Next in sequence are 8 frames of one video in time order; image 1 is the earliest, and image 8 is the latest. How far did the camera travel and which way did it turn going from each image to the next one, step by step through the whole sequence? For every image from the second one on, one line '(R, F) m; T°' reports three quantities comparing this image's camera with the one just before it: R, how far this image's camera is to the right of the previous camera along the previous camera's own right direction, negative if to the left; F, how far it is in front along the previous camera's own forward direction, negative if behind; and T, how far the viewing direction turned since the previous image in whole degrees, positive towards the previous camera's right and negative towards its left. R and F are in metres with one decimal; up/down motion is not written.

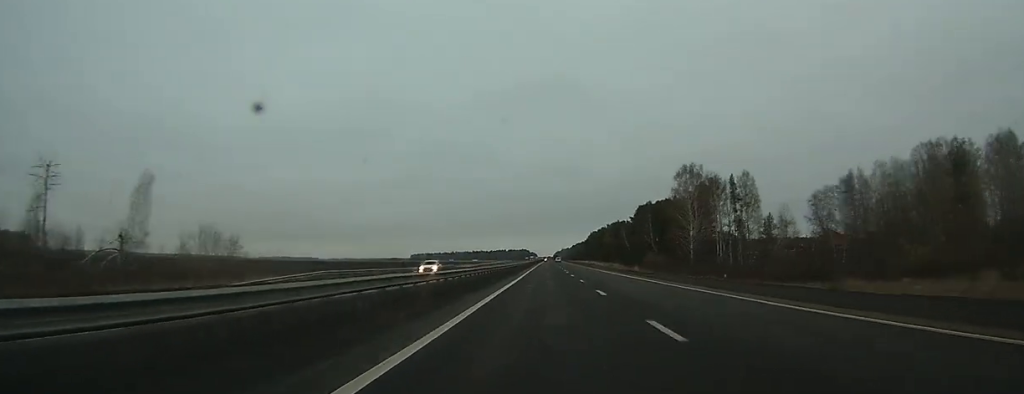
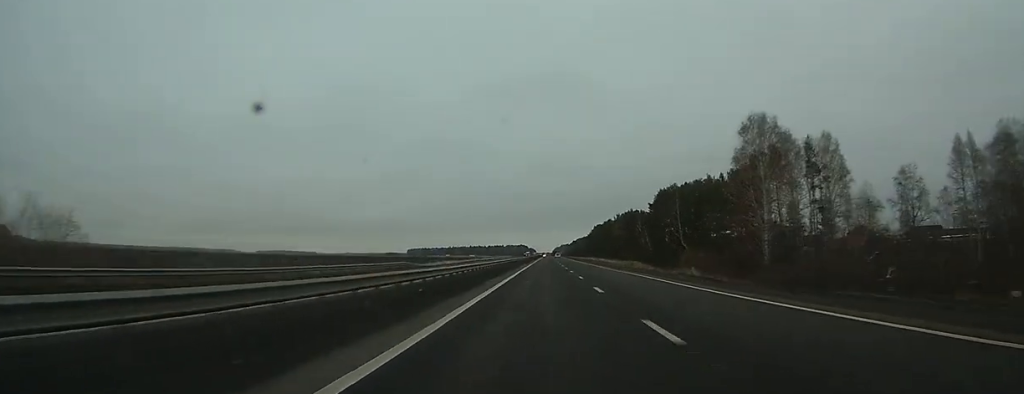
(+0.2, +36.1) m; 0°
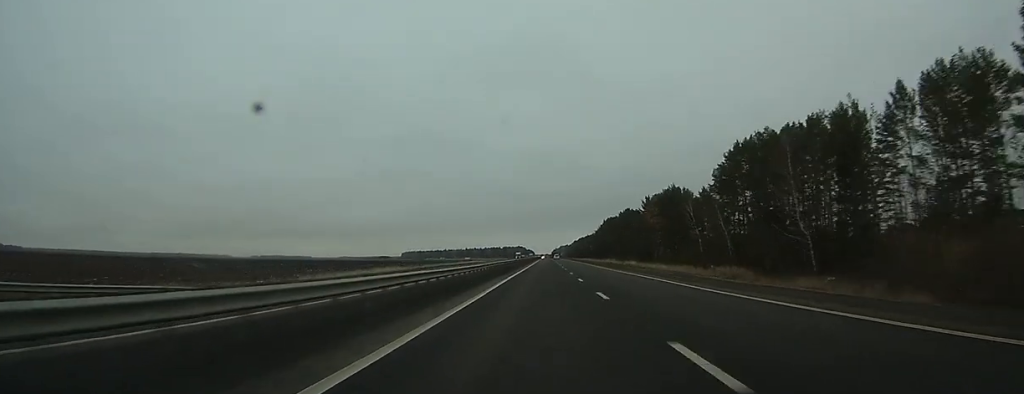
(-0.5, +62.9) m; 0°
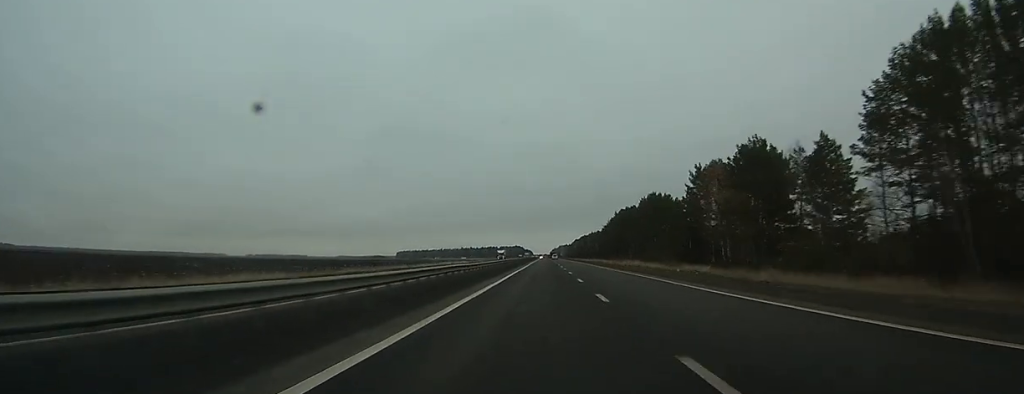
(+0.1, +49.1) m; 0°
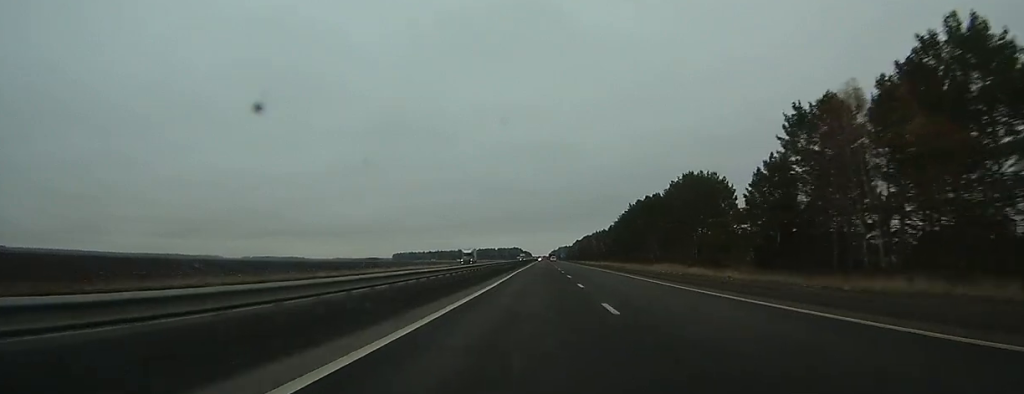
(+0.3, +39.1) m; 0°
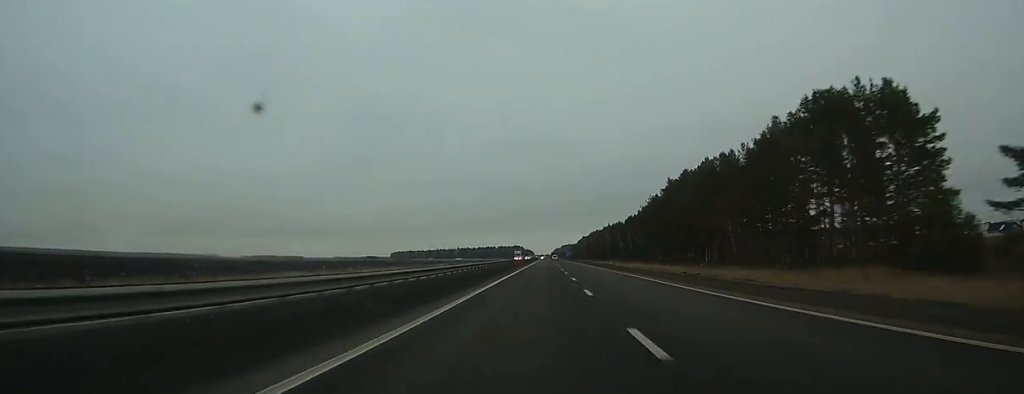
(+0.1, +53.7) m; 0°
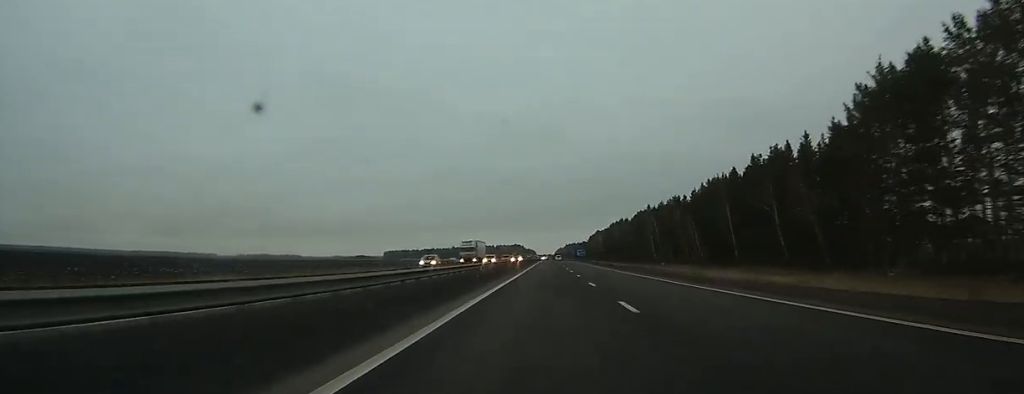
(-0.5, +101.8) m; 0°
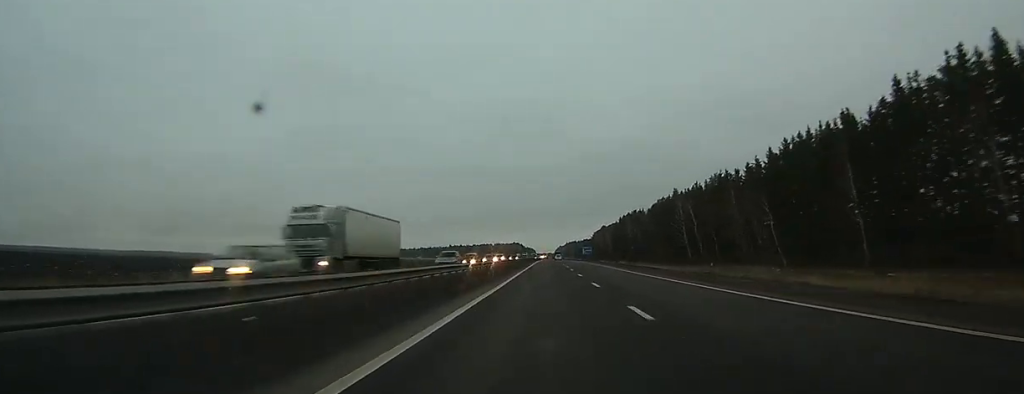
(+0.1, +37.4) m; 0°
